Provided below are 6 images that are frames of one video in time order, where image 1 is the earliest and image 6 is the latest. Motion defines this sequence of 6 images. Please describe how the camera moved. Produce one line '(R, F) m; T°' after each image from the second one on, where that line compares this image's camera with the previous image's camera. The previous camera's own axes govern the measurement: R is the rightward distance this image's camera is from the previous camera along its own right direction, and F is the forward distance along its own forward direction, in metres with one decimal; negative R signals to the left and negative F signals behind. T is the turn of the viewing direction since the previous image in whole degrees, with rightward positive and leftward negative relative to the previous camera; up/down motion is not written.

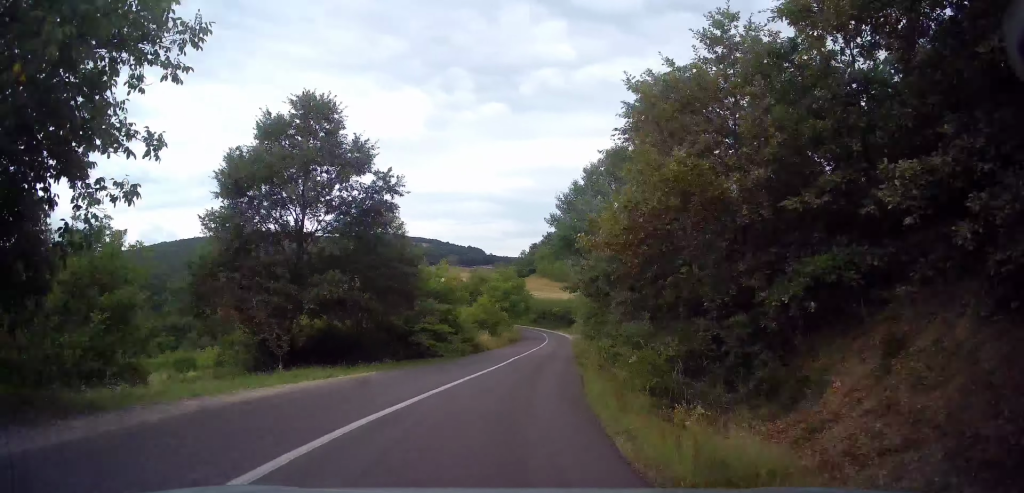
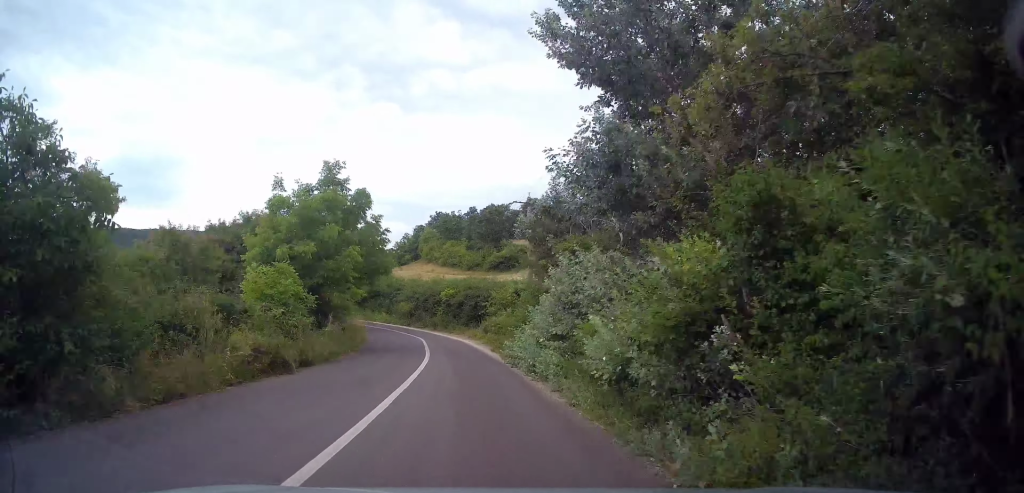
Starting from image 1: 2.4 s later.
(+5.1, +38.5) m; +10°
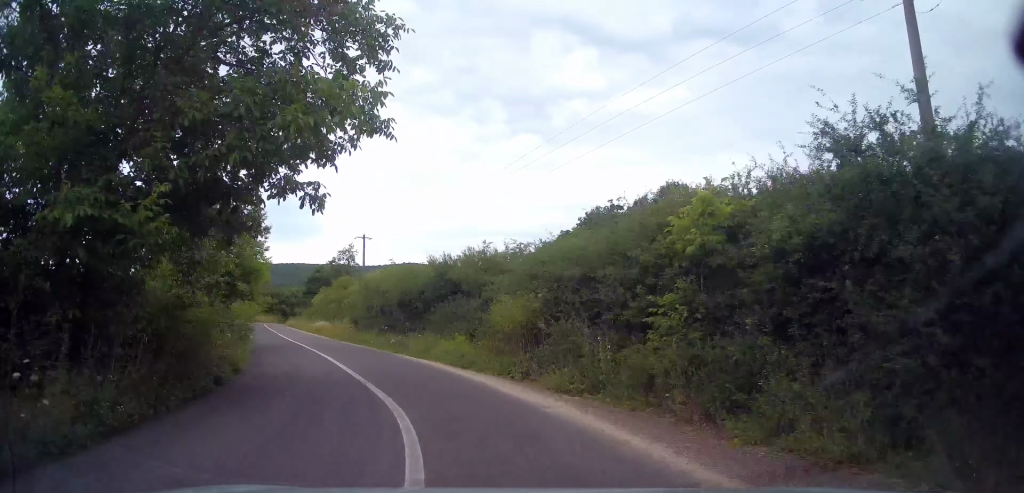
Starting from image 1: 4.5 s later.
(-1.7, +28.3) m; -12°
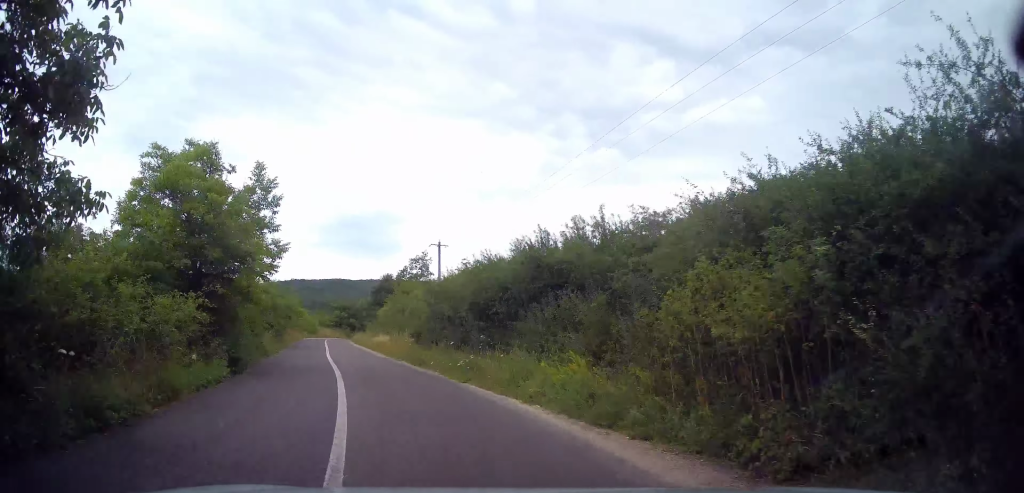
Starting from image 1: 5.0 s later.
(-0.2, +6.1) m; -5°
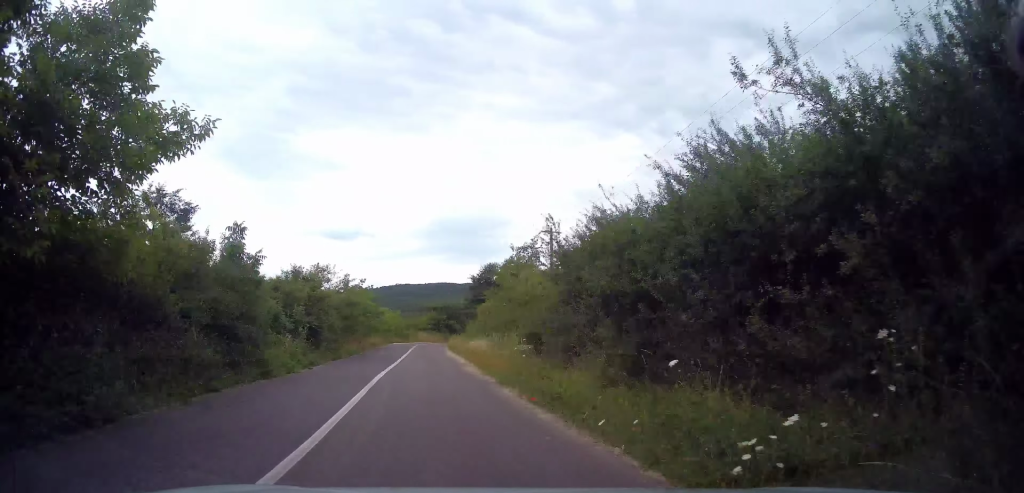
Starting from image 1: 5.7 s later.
(-0.3, +9.2) m; -9°
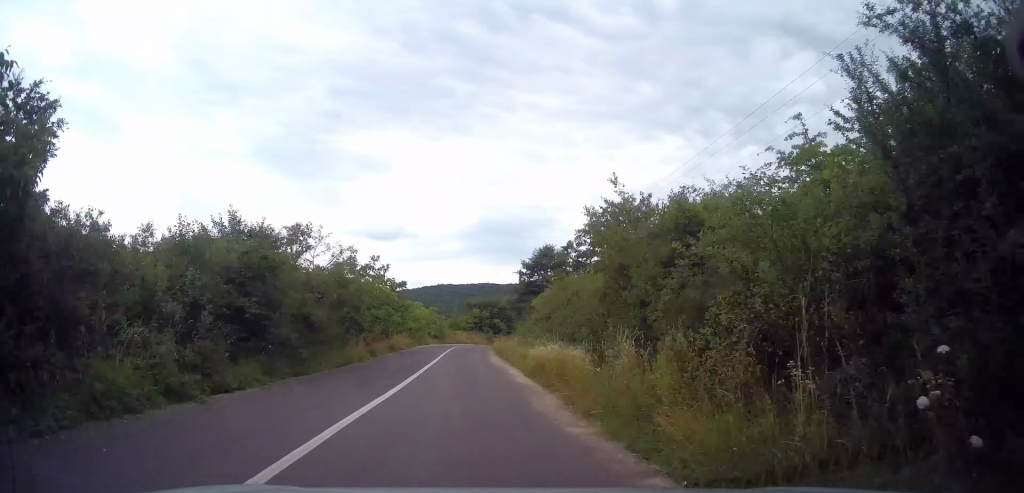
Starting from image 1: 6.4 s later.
(-1.1, +10.0) m; -7°
